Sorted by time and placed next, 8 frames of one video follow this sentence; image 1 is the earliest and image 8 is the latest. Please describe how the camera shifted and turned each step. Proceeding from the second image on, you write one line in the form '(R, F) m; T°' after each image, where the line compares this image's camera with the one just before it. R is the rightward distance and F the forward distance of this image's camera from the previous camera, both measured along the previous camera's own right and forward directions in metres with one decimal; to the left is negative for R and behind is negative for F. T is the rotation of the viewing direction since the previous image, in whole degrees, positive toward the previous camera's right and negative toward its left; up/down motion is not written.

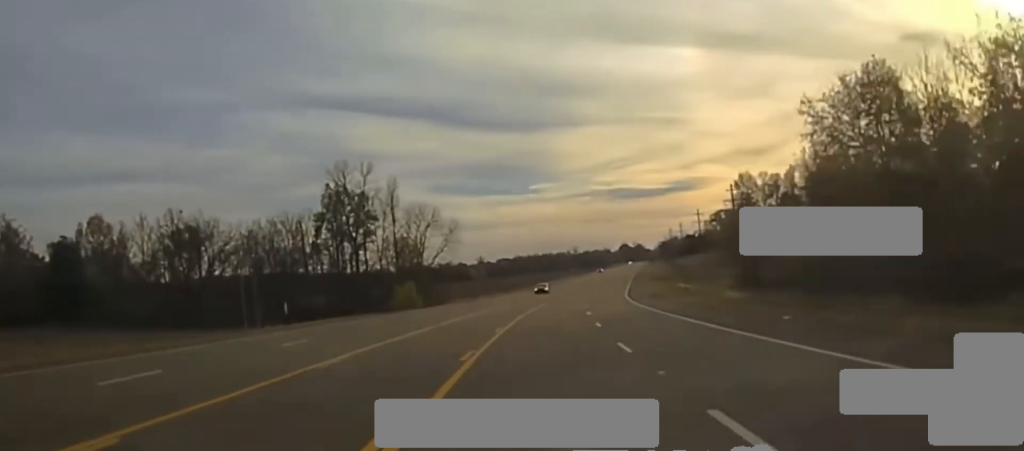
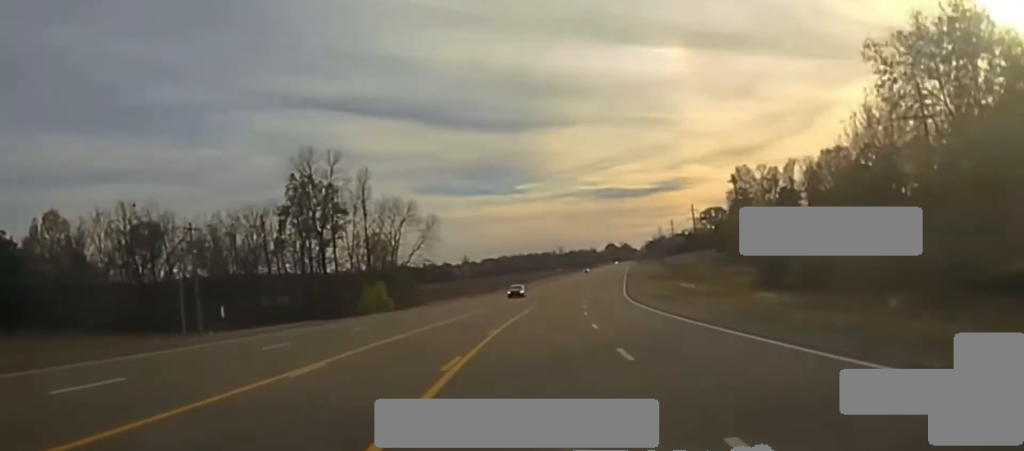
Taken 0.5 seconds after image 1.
(+0.2, +14.7) m; +1°
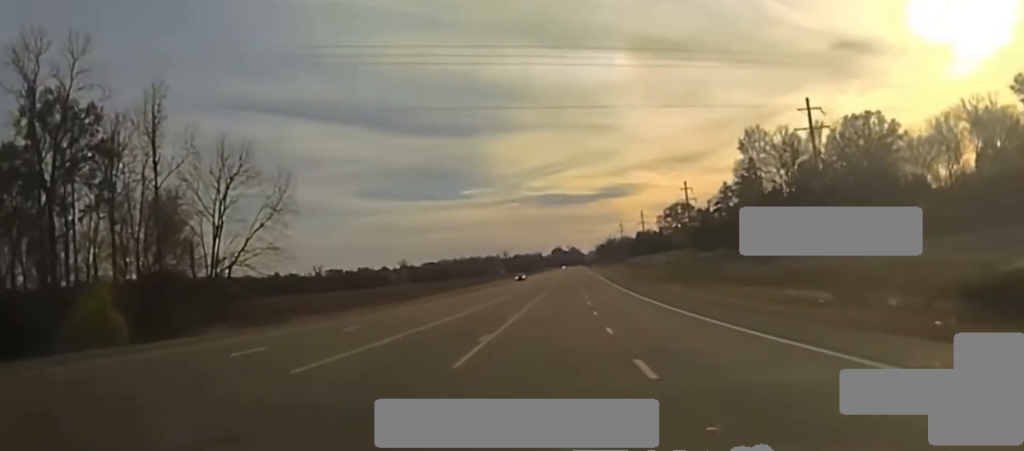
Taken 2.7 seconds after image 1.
(+2.3, +63.4) m; +4°
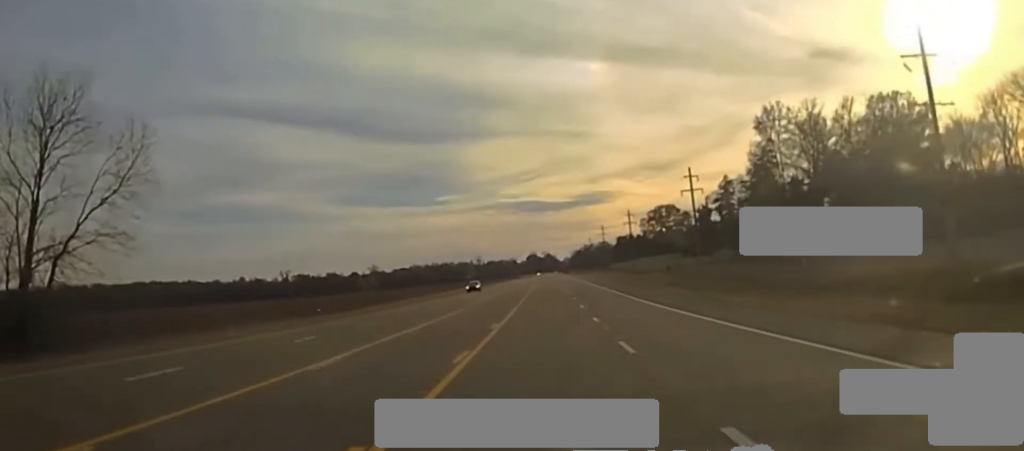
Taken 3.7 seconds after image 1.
(+0.6, +31.0) m; +1°
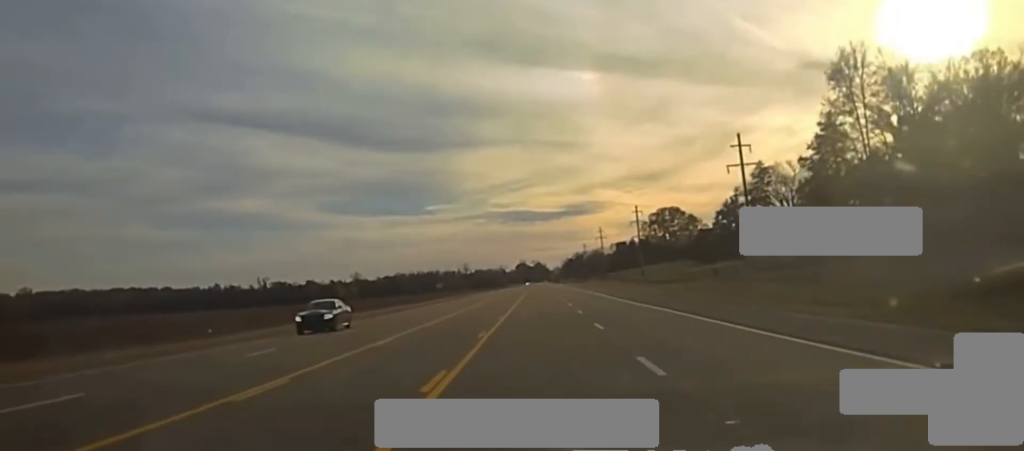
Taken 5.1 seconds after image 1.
(0.0, +39.5) m; 0°
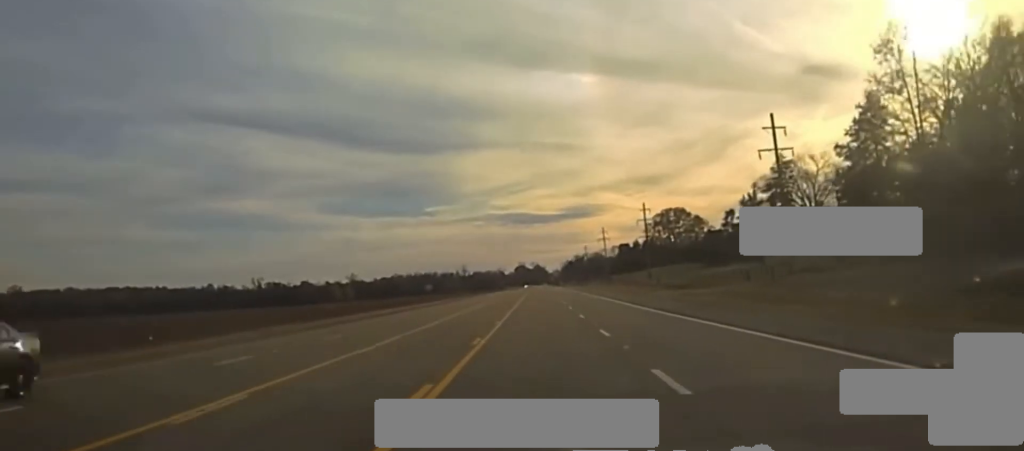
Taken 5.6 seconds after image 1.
(0.0, +14.3) m; 0°
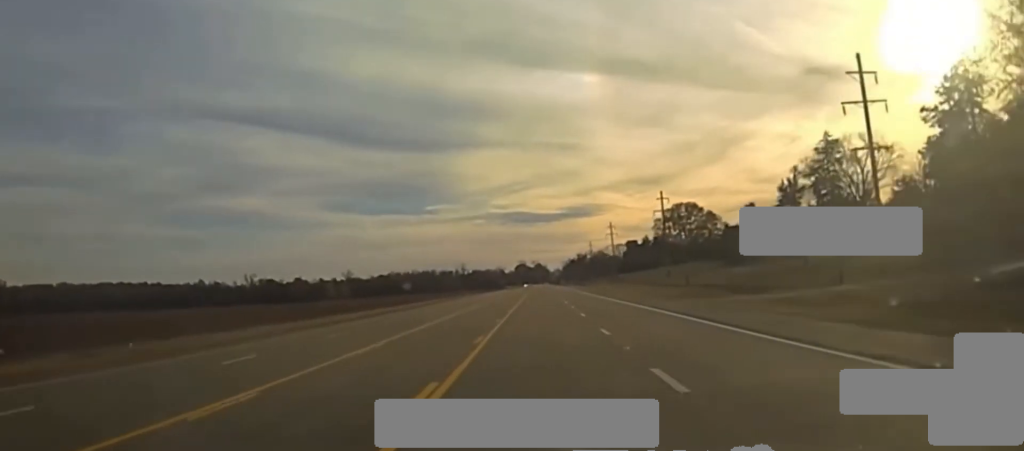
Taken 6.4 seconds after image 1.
(0.0, +24.1) m; 0°
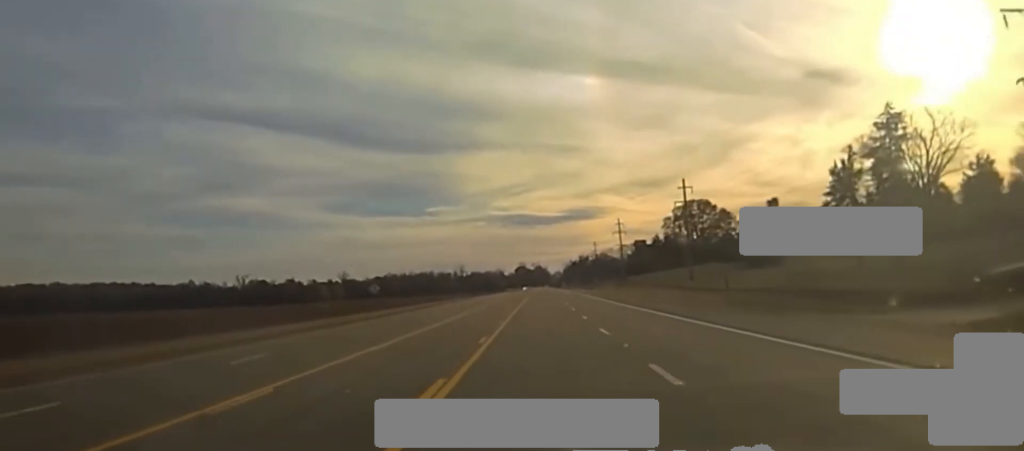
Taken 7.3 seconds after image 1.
(-0.1, +24.2) m; 0°
